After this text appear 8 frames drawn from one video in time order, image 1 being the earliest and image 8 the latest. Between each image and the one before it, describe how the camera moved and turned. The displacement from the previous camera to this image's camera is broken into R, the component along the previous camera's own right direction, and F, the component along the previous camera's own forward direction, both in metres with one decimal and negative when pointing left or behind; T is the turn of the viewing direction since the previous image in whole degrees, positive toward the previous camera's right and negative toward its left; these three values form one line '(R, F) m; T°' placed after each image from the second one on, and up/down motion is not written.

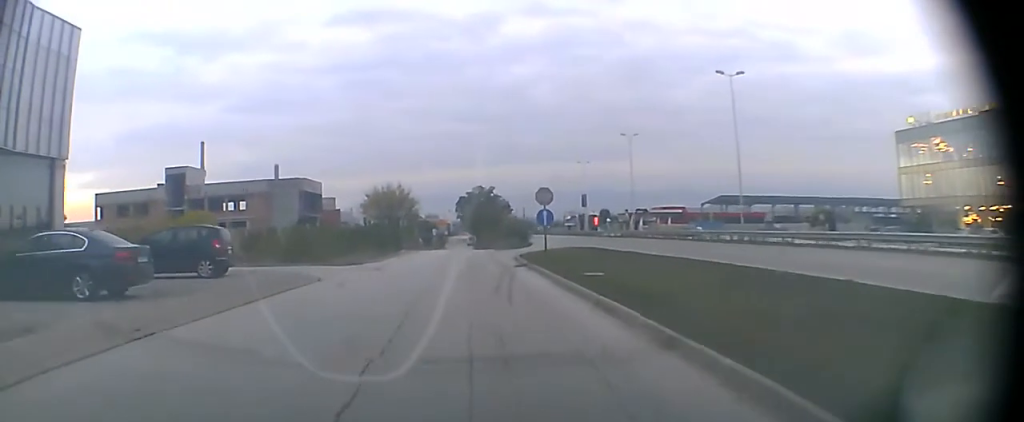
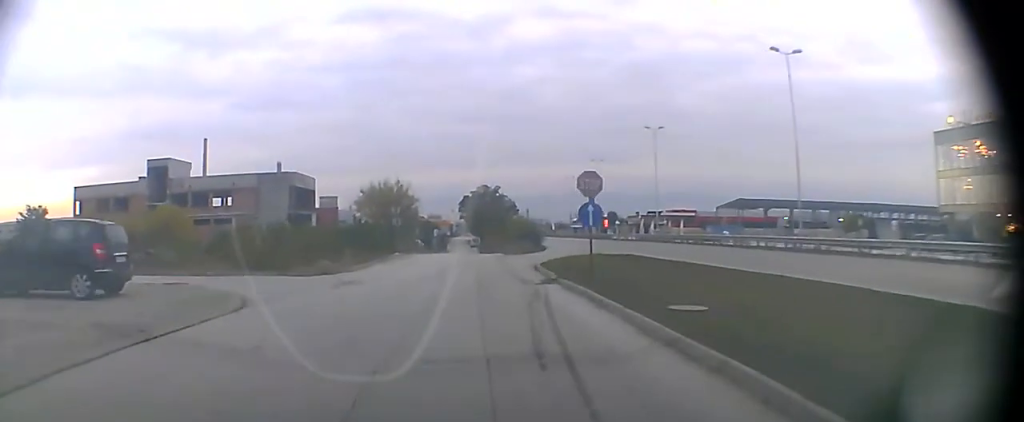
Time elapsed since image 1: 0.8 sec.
(0.0, +7.5) m; -1°
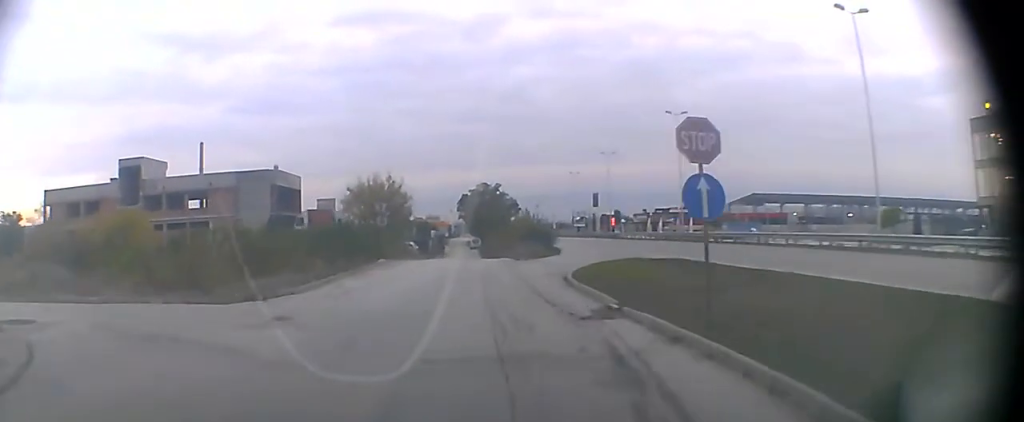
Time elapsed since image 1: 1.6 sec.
(-0.1, +7.9) m; -1°
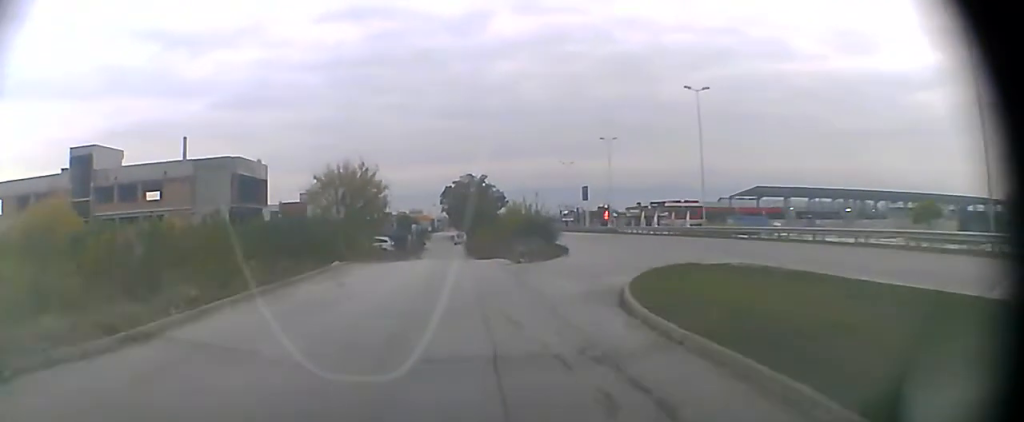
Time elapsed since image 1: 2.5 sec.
(0.0, +9.2) m; 0°
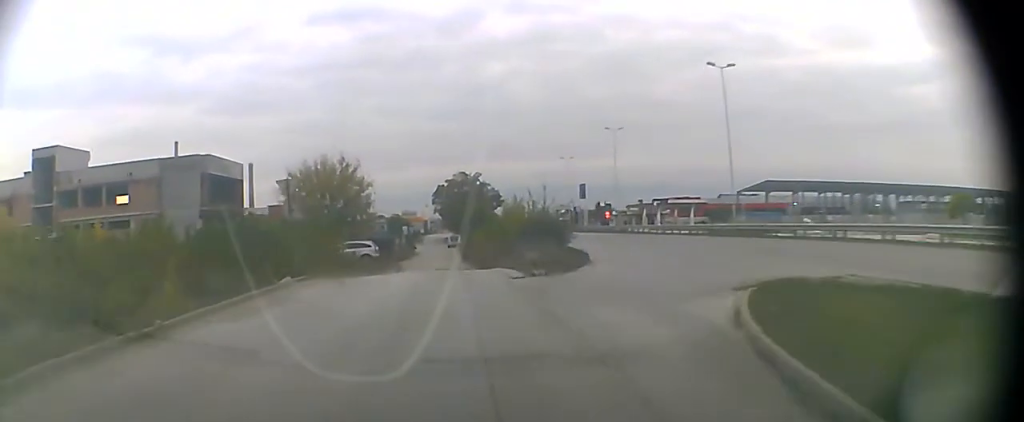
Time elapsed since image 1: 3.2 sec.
(0.0, +6.5) m; 0°
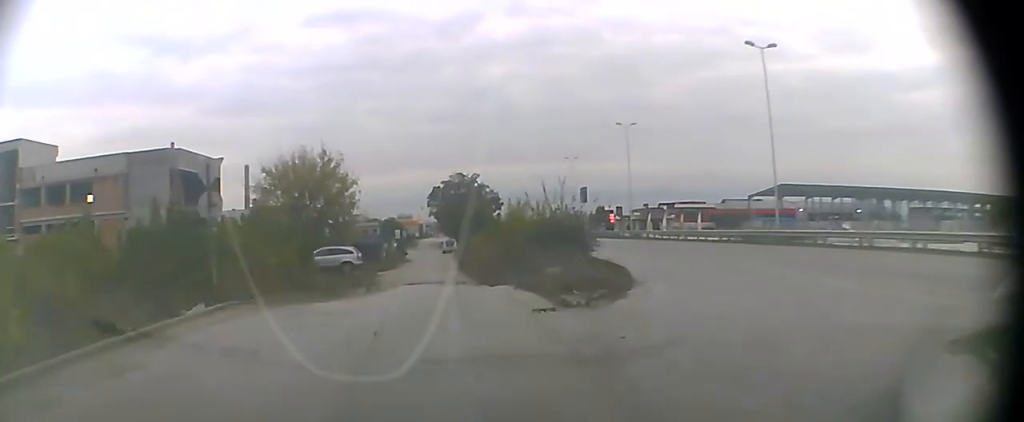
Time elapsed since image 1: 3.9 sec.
(0.0, +7.0) m; 0°
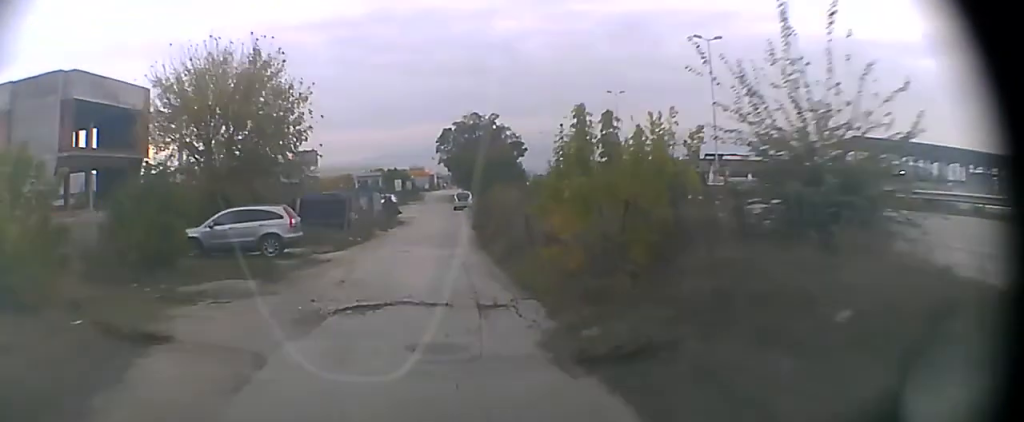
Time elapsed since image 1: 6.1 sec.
(-0.1, +19.1) m; -2°
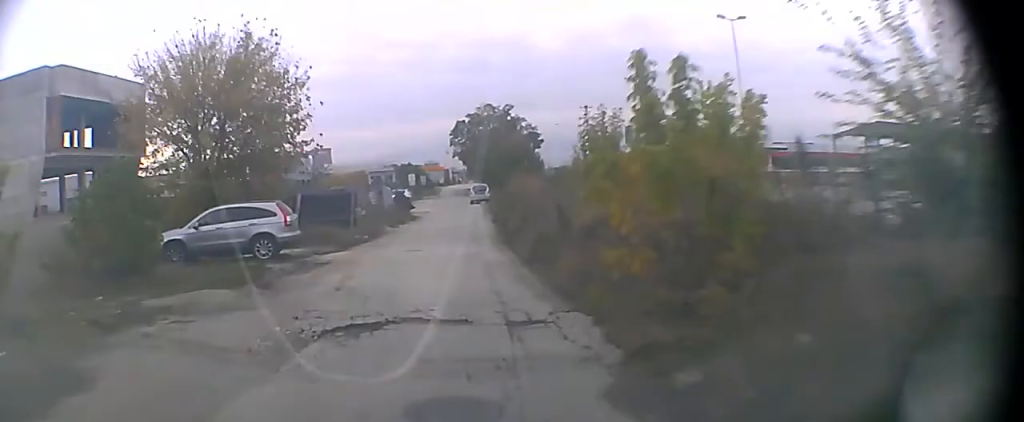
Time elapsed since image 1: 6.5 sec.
(0.0, +3.4) m; -2°
